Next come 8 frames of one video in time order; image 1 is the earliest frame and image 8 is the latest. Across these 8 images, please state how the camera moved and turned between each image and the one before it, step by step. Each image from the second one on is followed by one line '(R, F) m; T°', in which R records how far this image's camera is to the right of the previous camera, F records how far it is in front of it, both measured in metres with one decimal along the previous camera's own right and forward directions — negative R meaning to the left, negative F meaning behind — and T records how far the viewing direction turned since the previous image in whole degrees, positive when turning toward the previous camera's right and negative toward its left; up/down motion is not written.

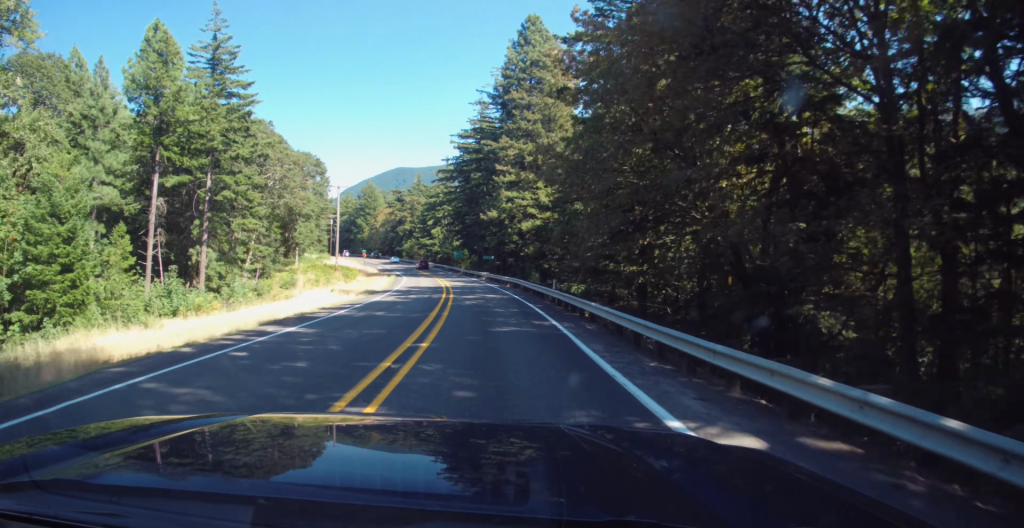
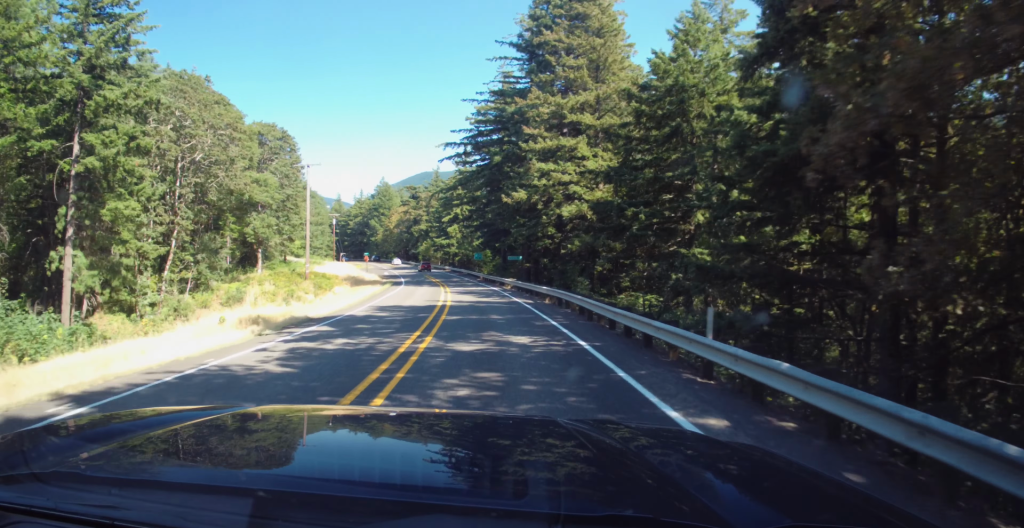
(-0.3, +20.0) m; -2°
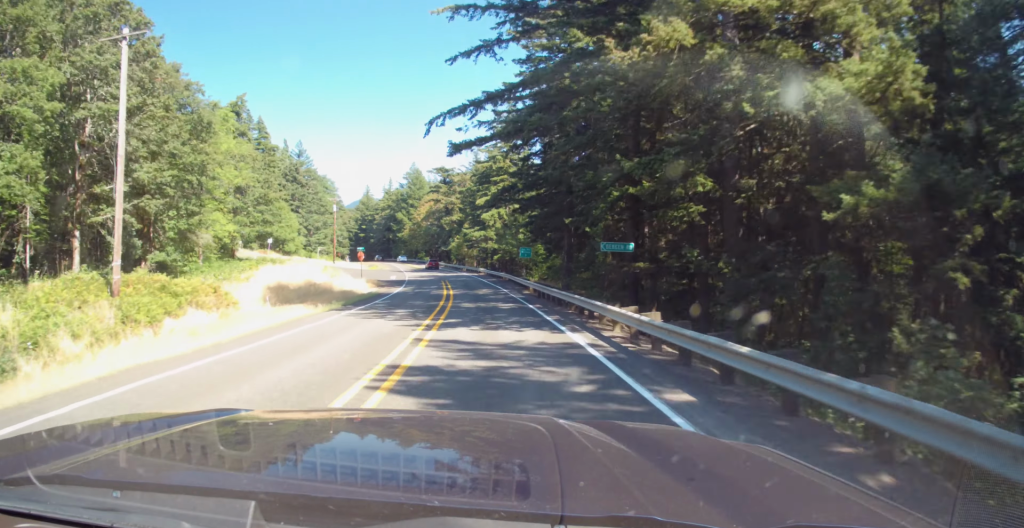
(-1.1, +33.4) m; -4°
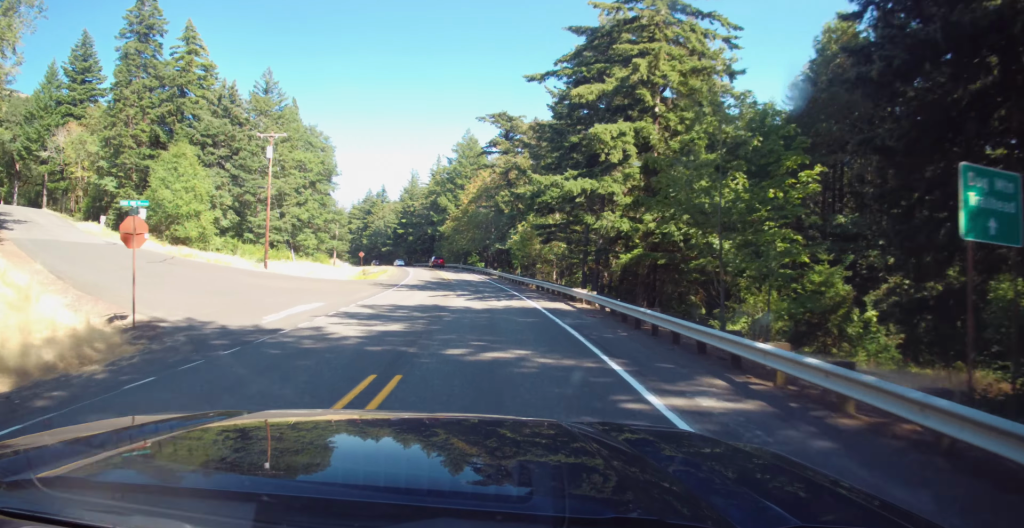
(-3.9, +52.4) m; -8°
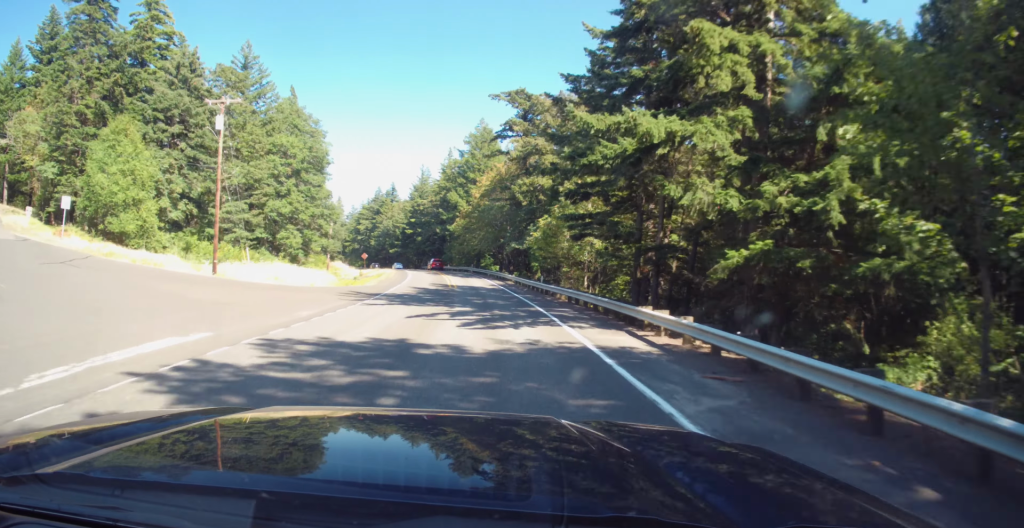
(-0.3, +11.7) m; -1°
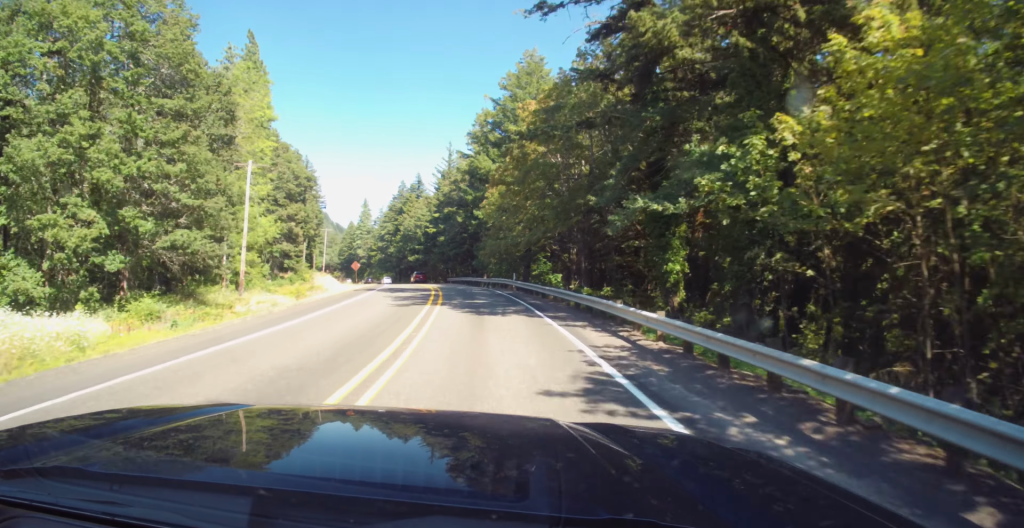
(-0.2, +41.1) m; -2°
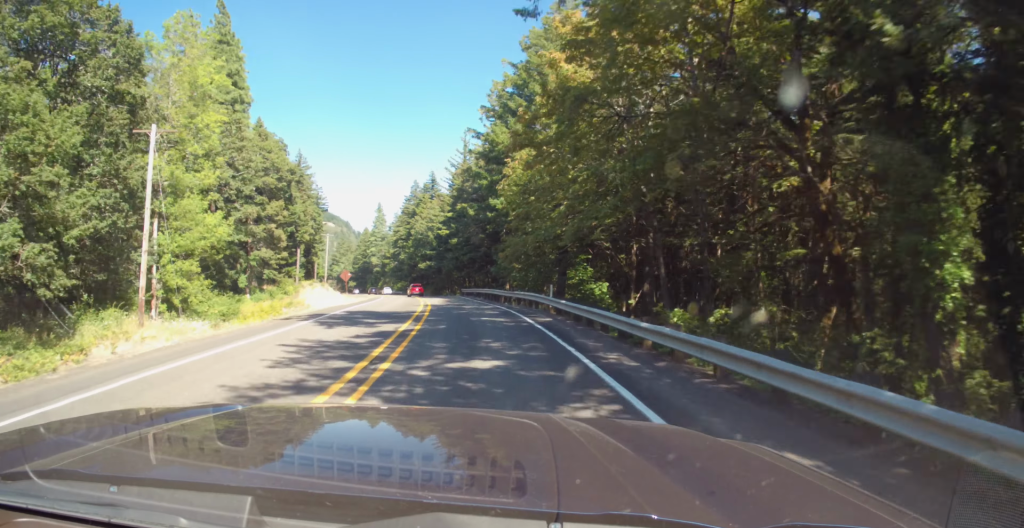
(+0.3, +15.6) m; -2°
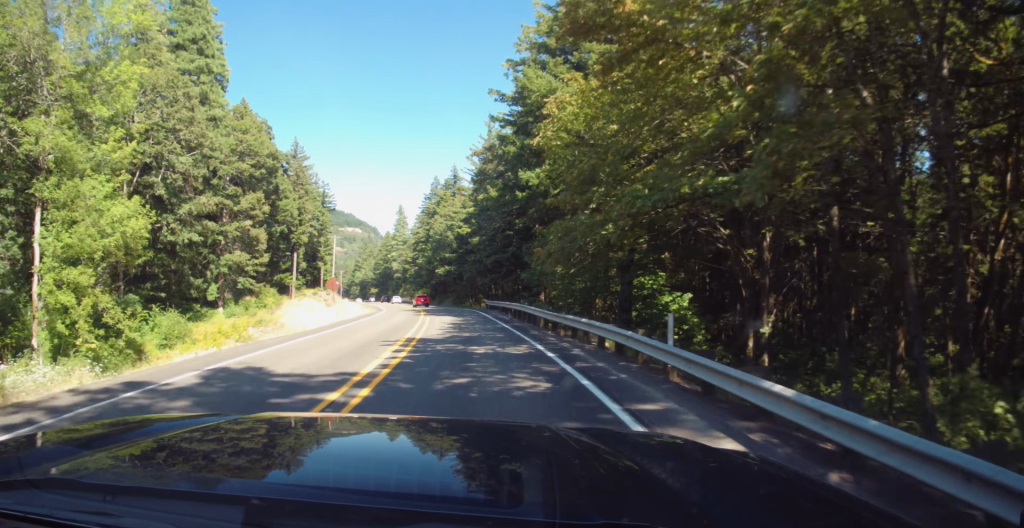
(-0.8, +15.0) m; -4°
